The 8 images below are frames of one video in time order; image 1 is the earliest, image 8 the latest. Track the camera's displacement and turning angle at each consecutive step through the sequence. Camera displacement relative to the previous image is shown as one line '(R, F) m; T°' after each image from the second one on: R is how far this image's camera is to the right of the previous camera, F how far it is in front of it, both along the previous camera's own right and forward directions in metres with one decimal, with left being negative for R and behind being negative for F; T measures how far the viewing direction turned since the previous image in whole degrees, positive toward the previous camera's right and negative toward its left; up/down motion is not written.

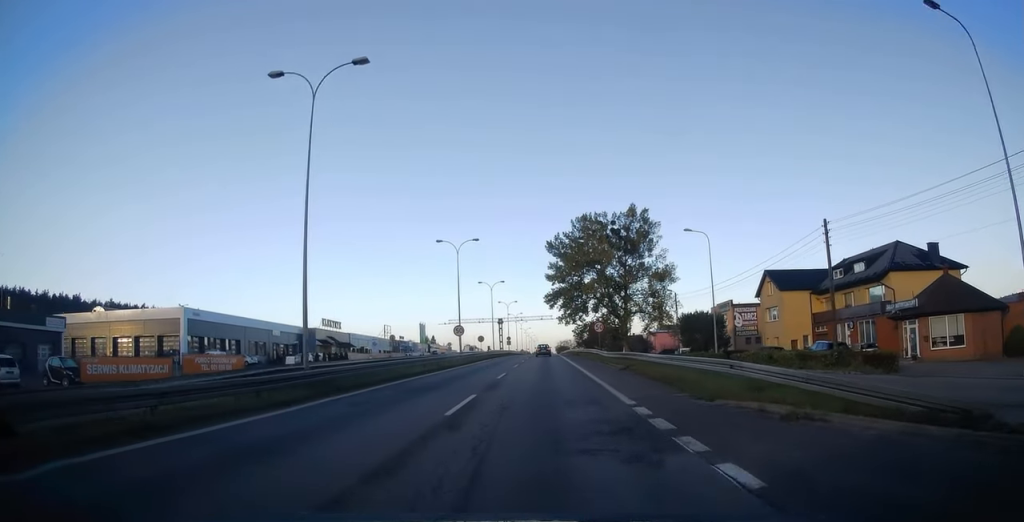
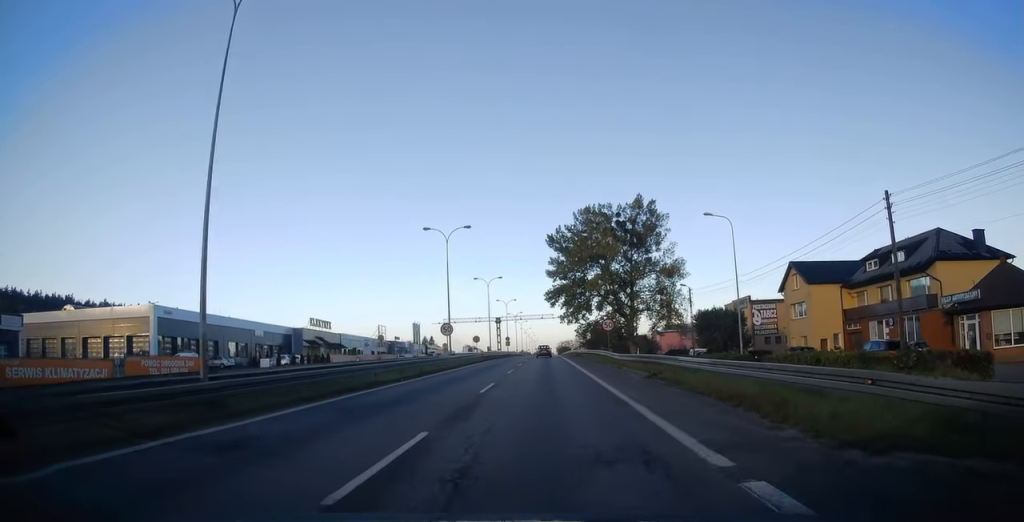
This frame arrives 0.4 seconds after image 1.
(0.0, +6.4) m; +1°
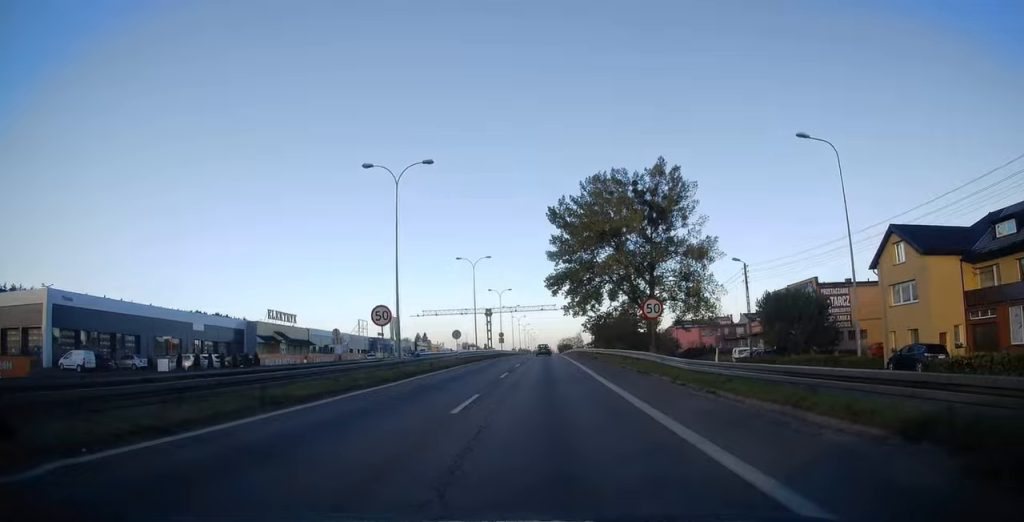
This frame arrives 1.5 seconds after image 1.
(+0.4, +17.5) m; +1°
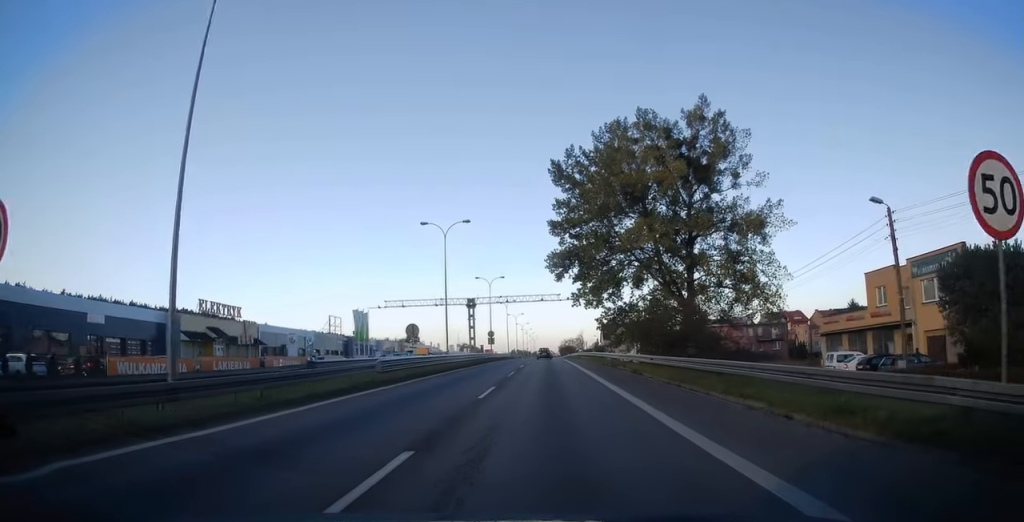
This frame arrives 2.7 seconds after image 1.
(-0.3, +20.3) m; -2°
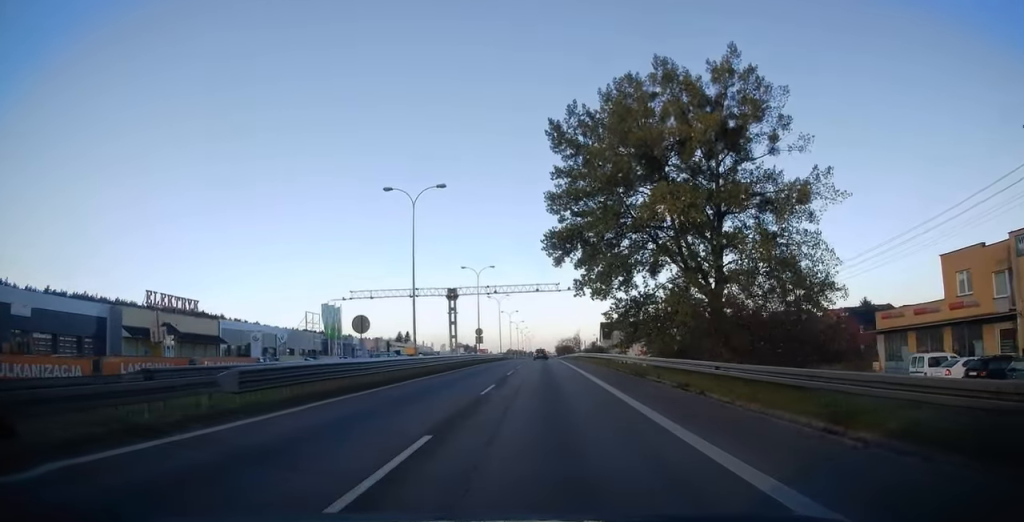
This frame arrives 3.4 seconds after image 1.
(0.0, +10.6) m; 0°
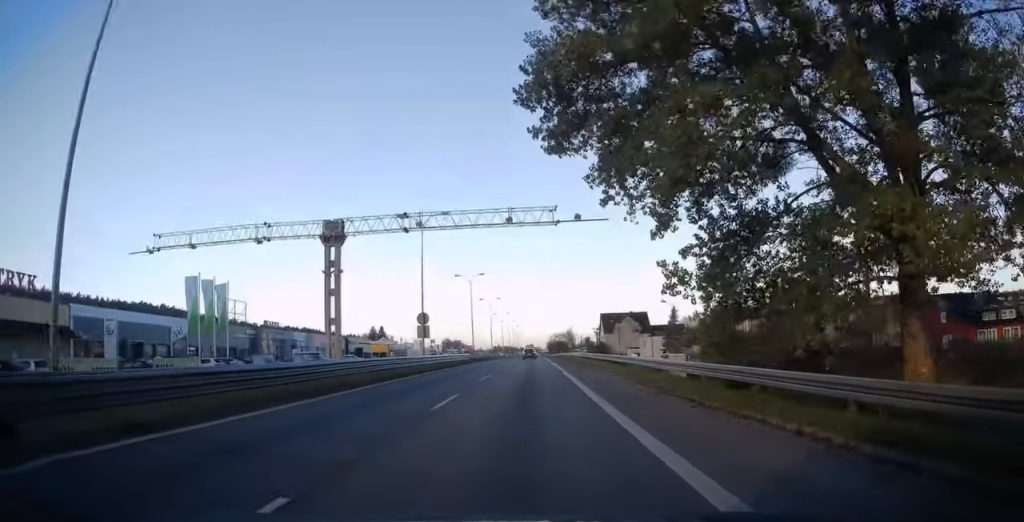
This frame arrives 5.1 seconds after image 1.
(0.0, +27.7) m; 0°
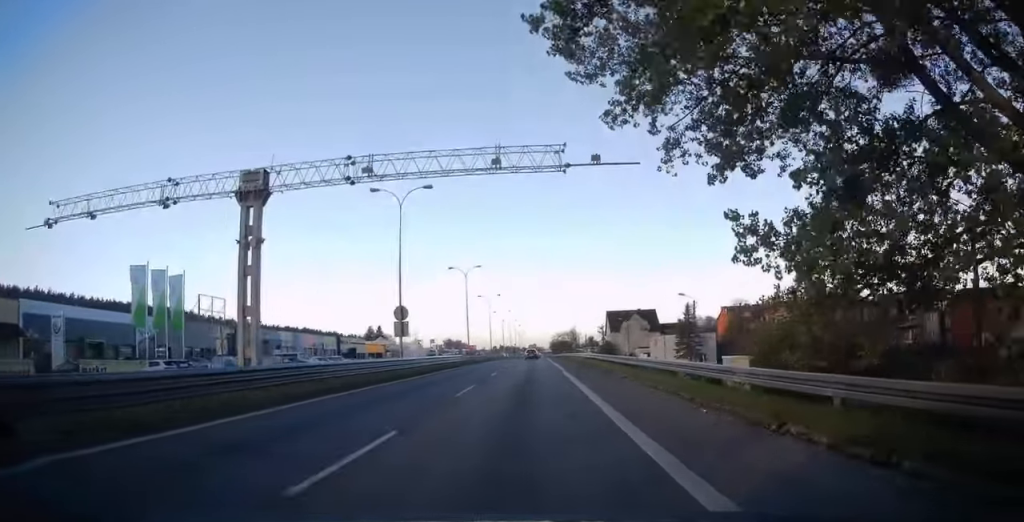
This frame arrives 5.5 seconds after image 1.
(0.0, +7.6) m; 0°
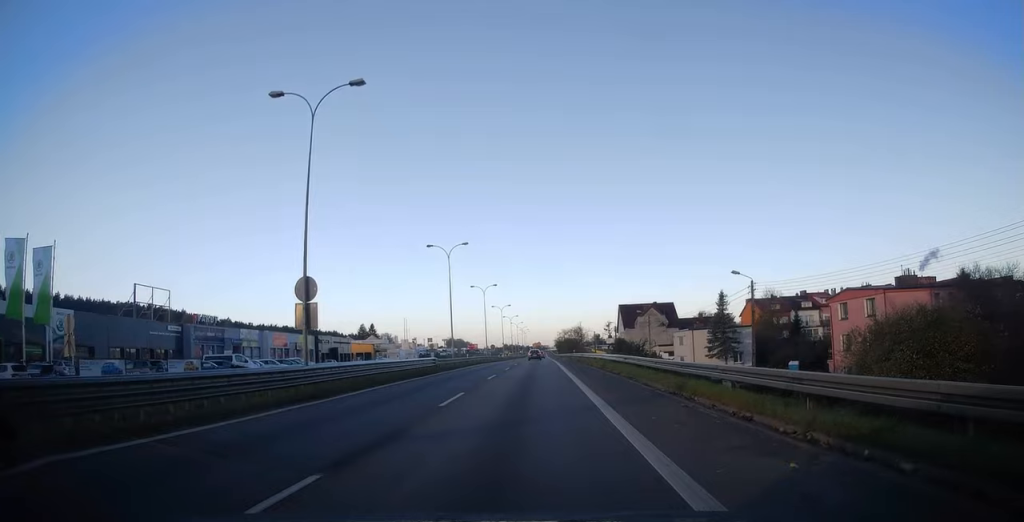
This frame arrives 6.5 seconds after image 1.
(0.0, +15.2) m; +1°
